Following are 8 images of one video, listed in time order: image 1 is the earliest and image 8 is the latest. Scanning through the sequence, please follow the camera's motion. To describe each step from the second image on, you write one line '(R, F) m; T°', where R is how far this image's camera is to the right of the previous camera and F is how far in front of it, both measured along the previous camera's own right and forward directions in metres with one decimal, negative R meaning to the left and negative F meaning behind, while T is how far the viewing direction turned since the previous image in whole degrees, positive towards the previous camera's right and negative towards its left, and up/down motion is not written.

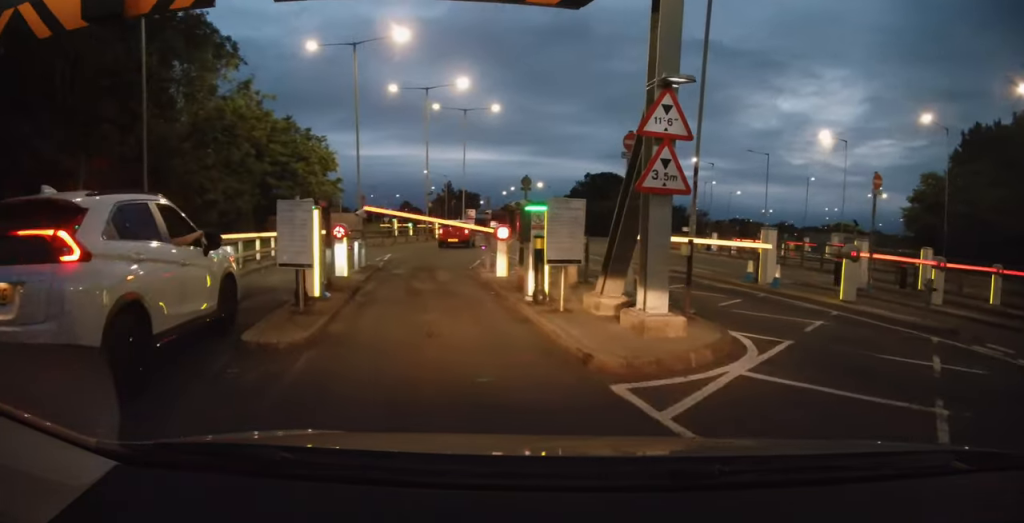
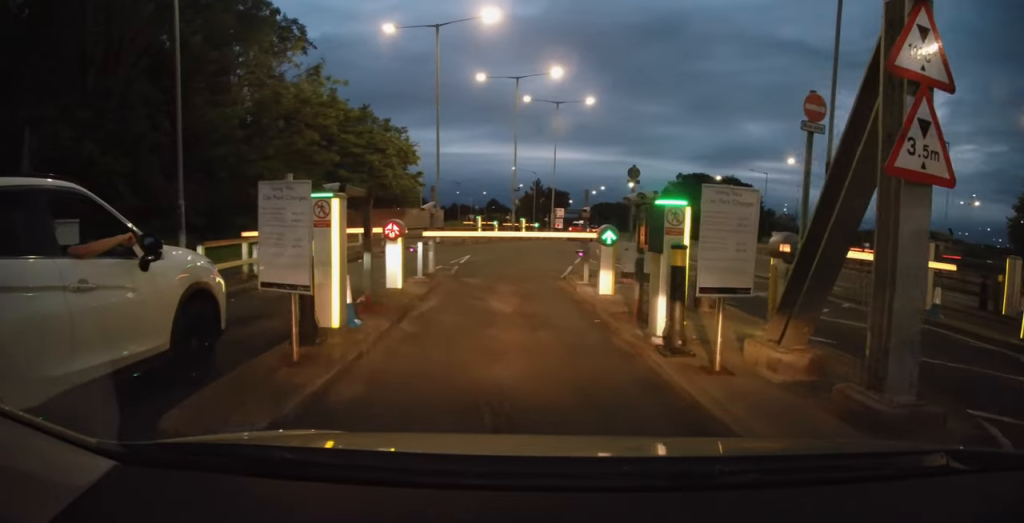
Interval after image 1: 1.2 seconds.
(0.0, +2.6) m; -9°
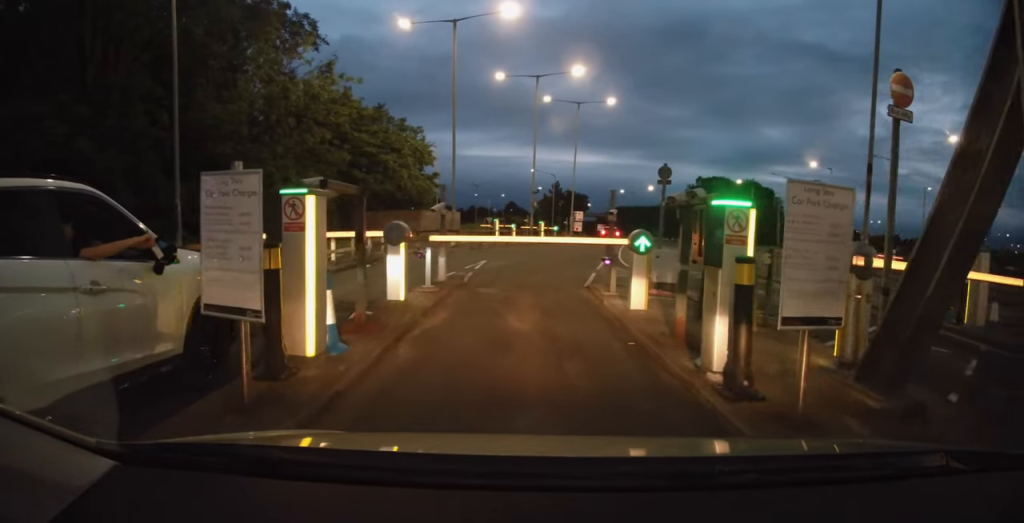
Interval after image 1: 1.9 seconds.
(-0.1, +1.0) m; -4°
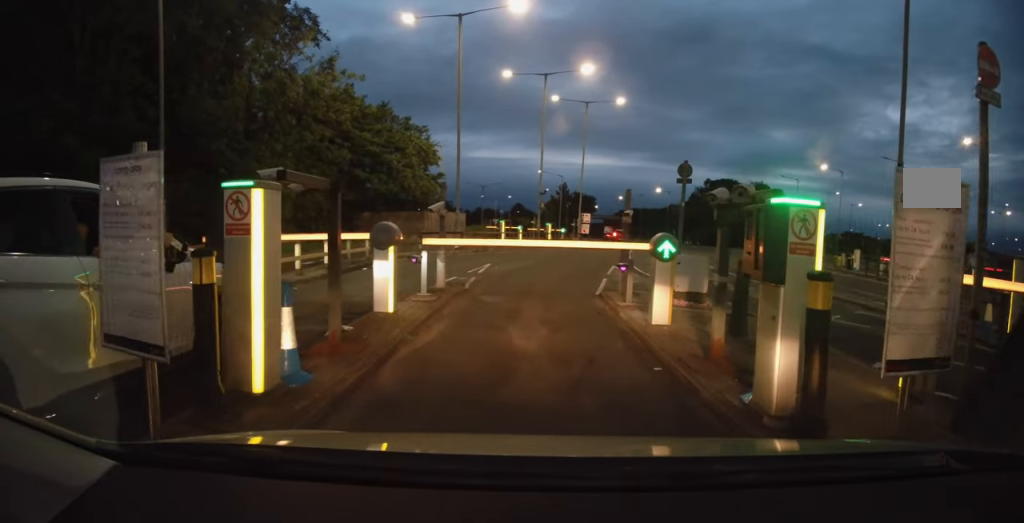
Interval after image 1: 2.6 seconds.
(-0.5, +0.8) m; 0°
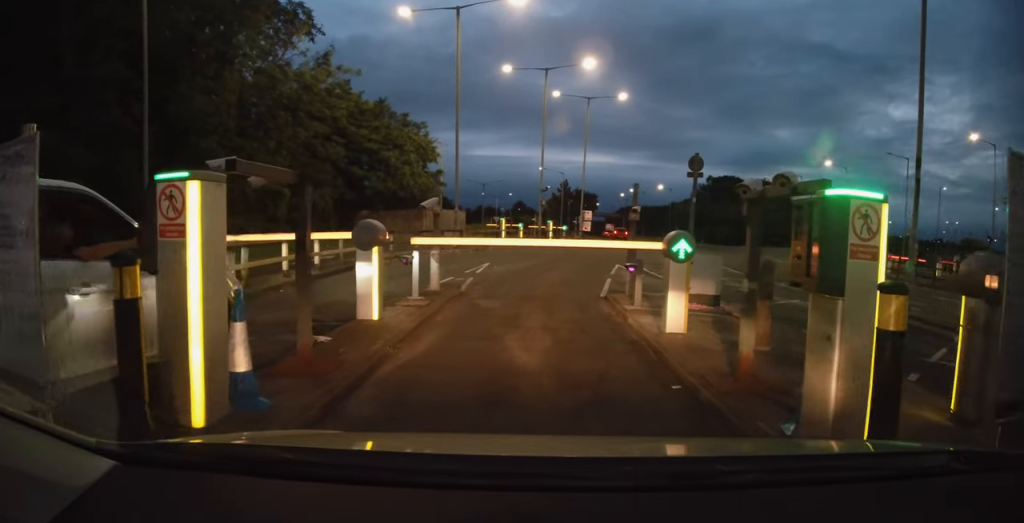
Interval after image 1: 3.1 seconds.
(+0.2, +0.6) m; 0°
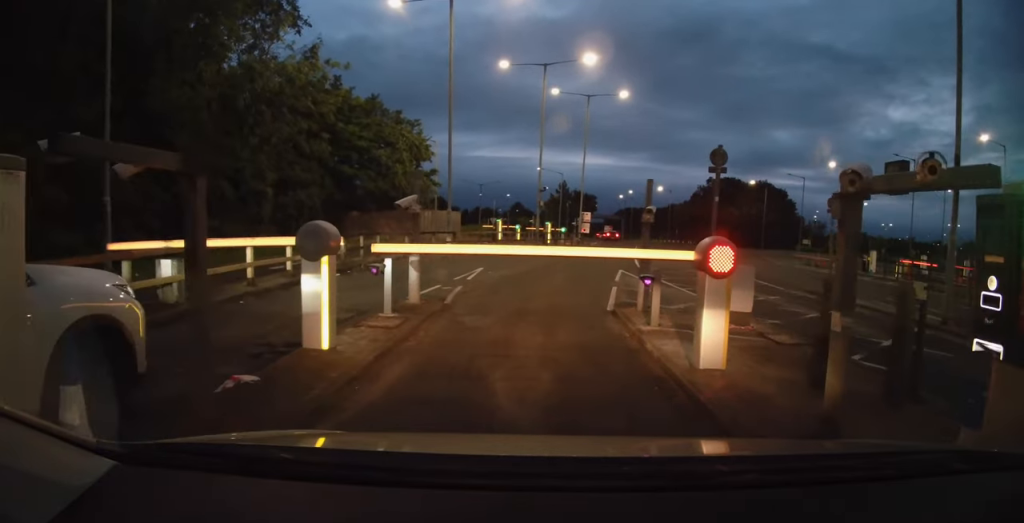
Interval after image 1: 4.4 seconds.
(-0.1, +1.3) m; 0°
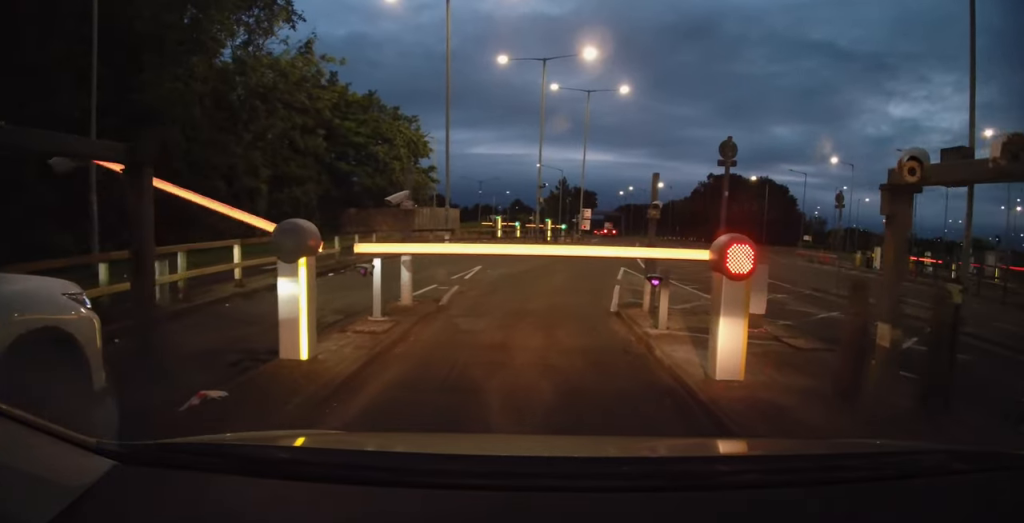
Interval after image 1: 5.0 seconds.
(+0.1, +0.5) m; 0°
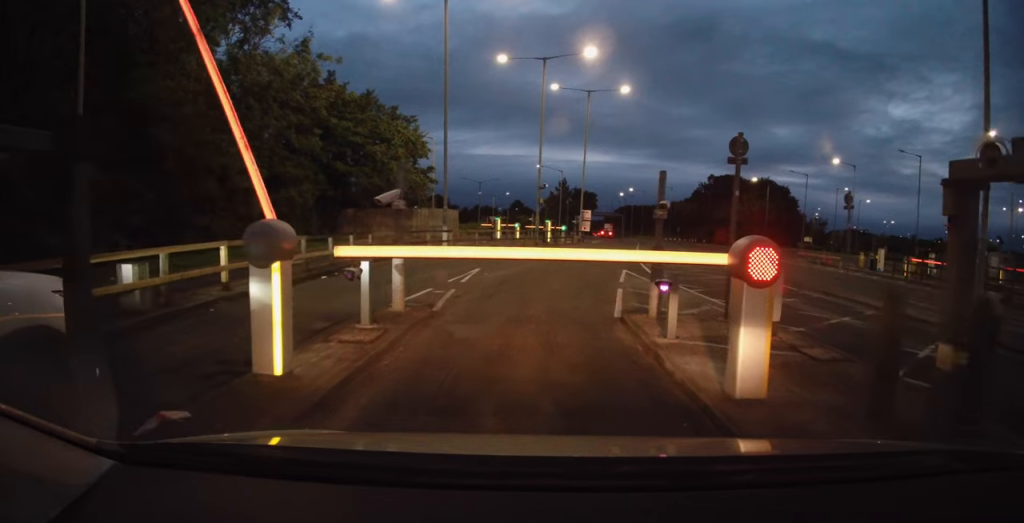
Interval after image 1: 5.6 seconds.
(+0.2, +0.6) m; 0°
